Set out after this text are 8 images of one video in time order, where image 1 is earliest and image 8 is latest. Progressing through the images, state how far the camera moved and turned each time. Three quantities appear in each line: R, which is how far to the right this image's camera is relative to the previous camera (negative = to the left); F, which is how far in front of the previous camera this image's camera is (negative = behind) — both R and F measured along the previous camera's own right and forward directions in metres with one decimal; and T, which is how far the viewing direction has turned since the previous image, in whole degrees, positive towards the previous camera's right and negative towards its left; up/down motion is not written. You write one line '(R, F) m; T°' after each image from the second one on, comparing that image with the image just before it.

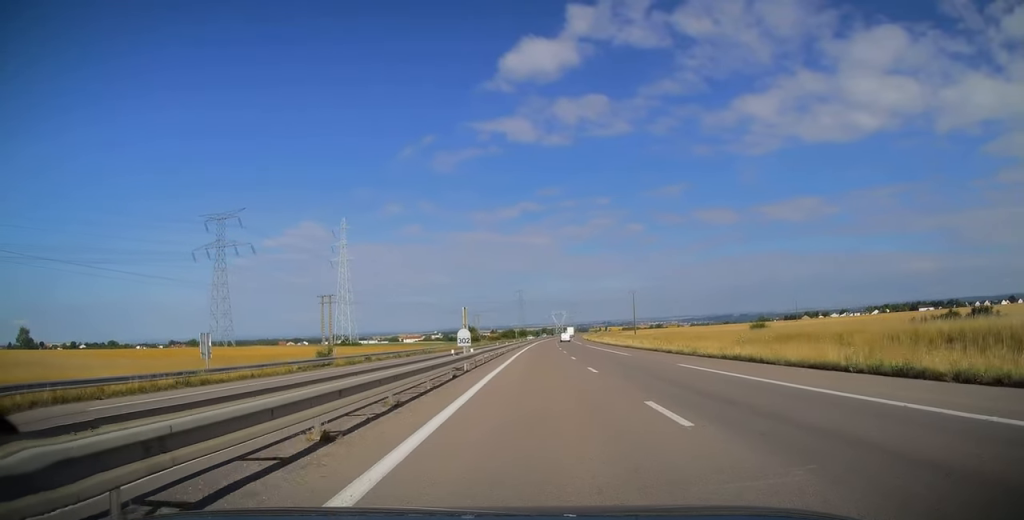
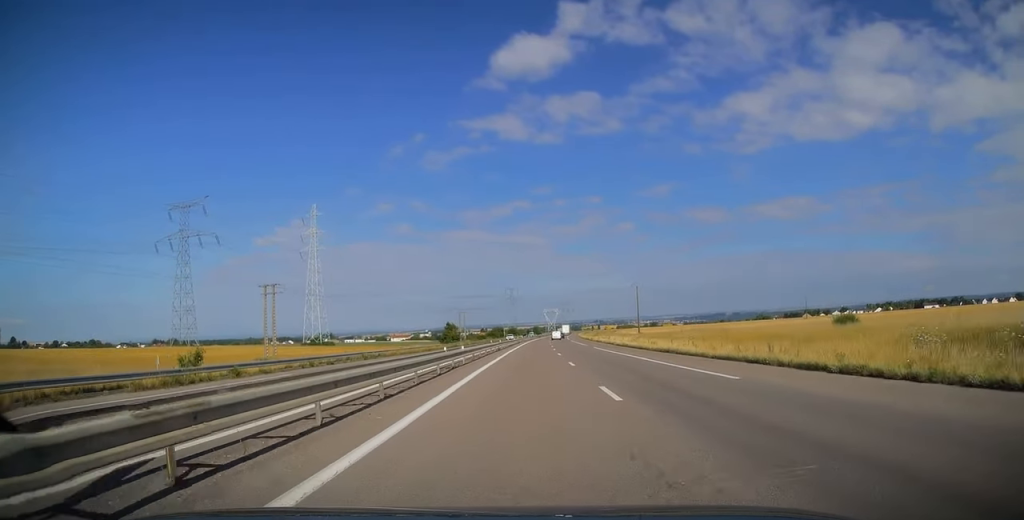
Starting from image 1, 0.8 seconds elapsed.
(+0.5, +22.5) m; +1°
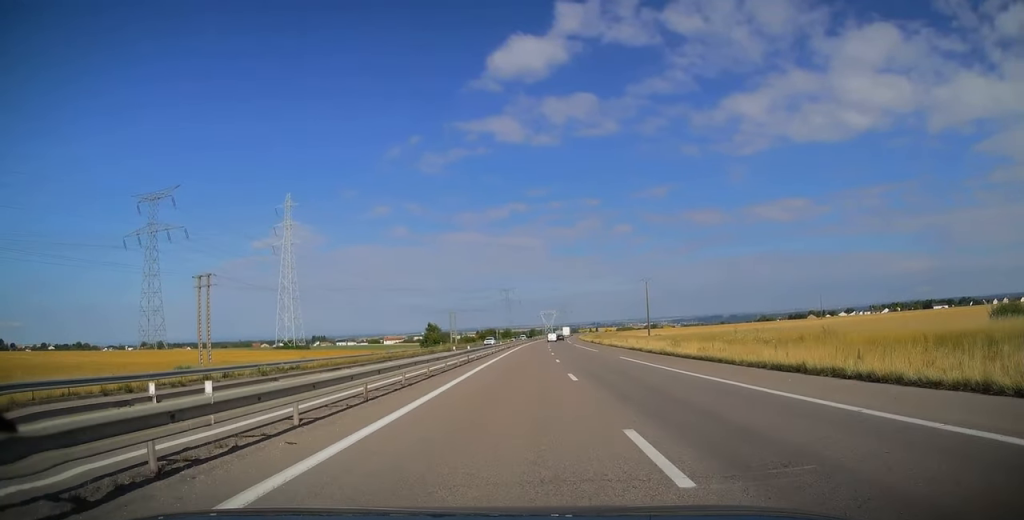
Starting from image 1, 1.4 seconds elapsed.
(-0.2, +19.7) m; 0°
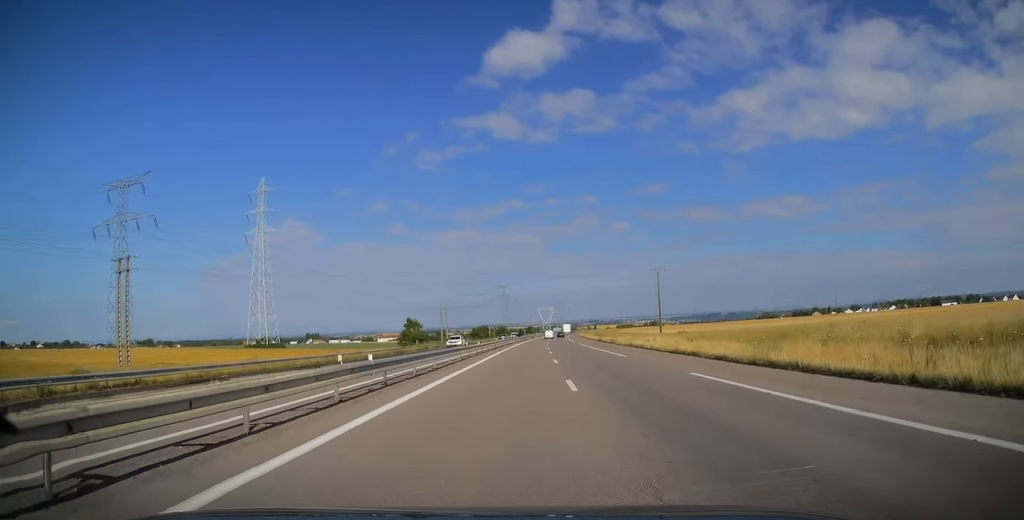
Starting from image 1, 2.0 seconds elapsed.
(+0.1, +17.2) m; 0°
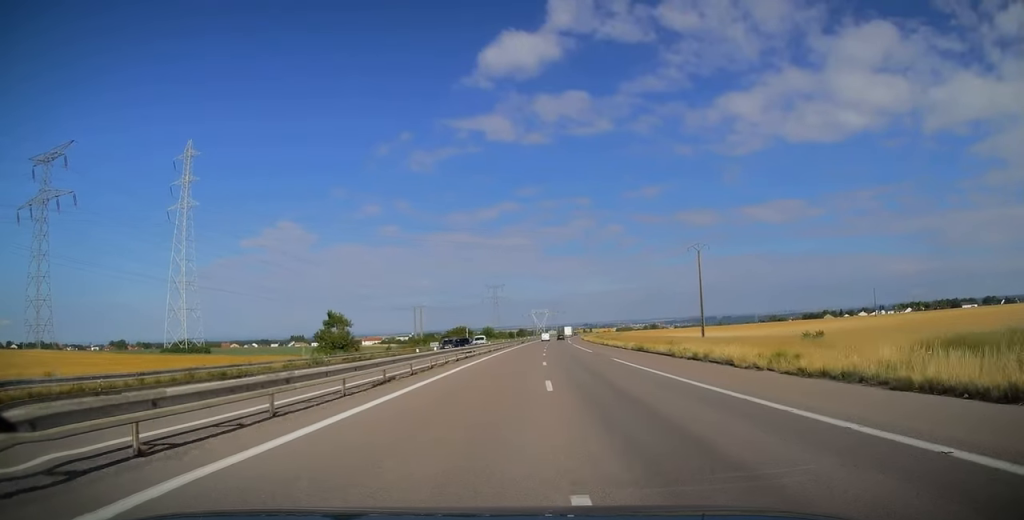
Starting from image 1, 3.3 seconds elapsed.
(0.0, +37.8) m; +1°
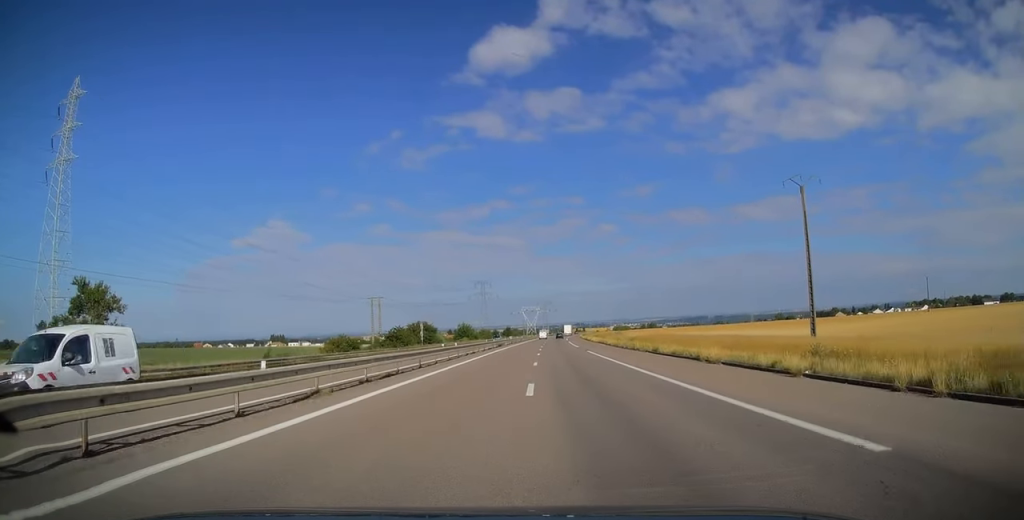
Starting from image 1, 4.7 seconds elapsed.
(+0.8, +40.3) m; +1°
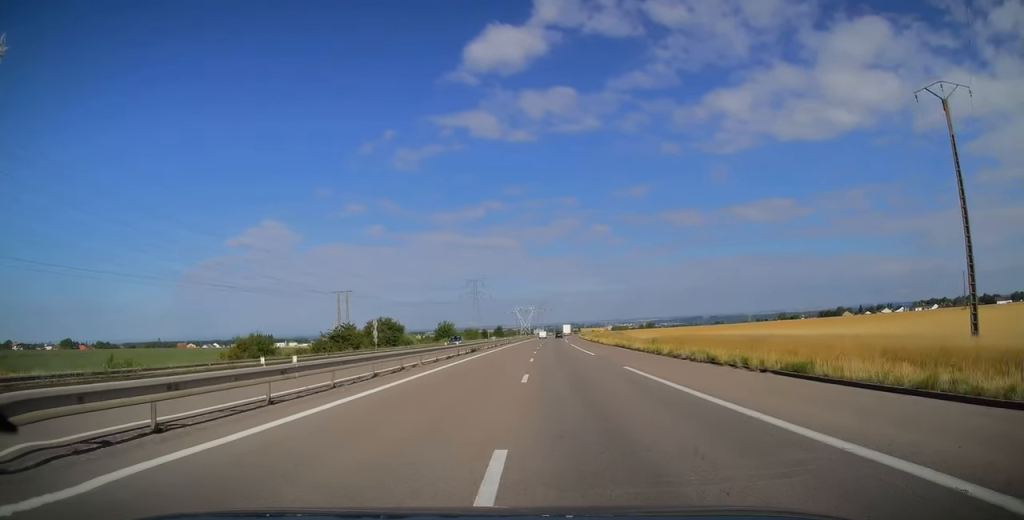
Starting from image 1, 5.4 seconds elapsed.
(-0.3, +22.1) m; 0°
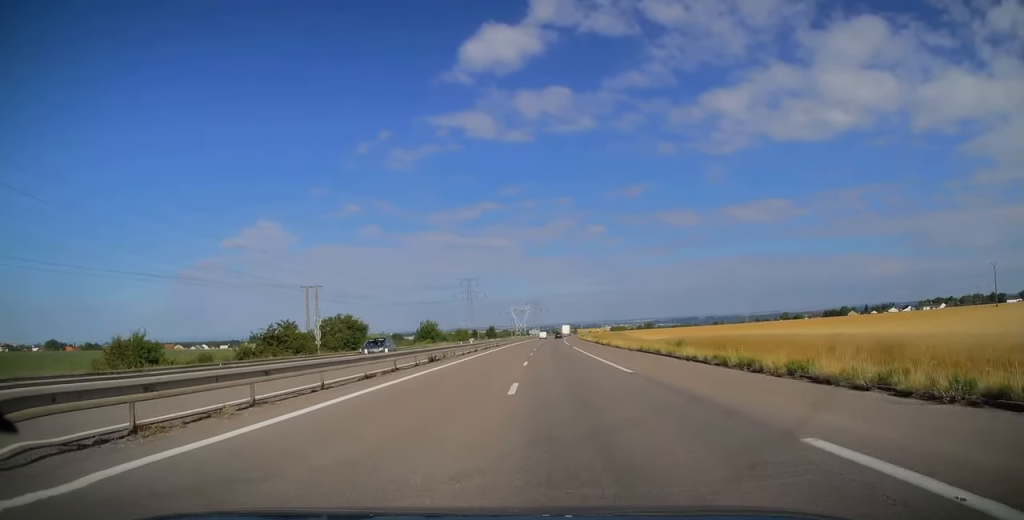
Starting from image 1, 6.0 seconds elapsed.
(0.0, +16.2) m; 0°
